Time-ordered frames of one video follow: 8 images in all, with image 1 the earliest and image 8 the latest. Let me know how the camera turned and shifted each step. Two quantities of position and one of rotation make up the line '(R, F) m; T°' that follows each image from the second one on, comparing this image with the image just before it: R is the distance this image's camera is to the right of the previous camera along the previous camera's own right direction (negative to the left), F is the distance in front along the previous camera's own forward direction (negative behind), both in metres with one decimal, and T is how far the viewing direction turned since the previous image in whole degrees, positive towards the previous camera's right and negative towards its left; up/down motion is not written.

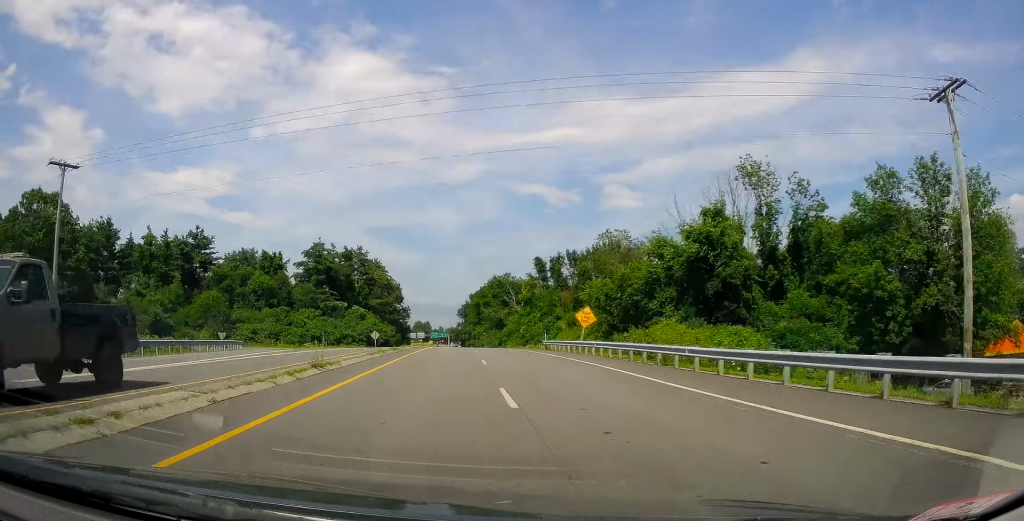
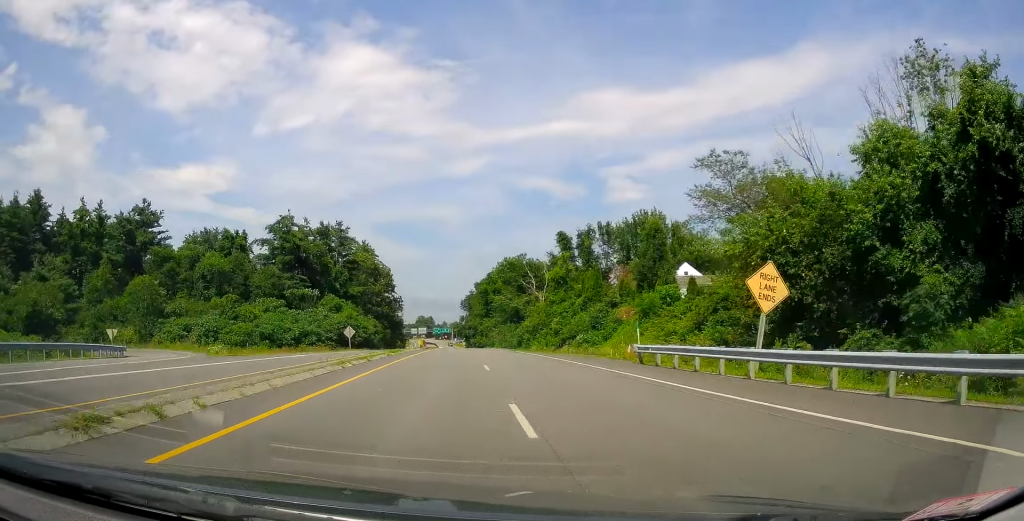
(-0.1, +27.3) m; -1°
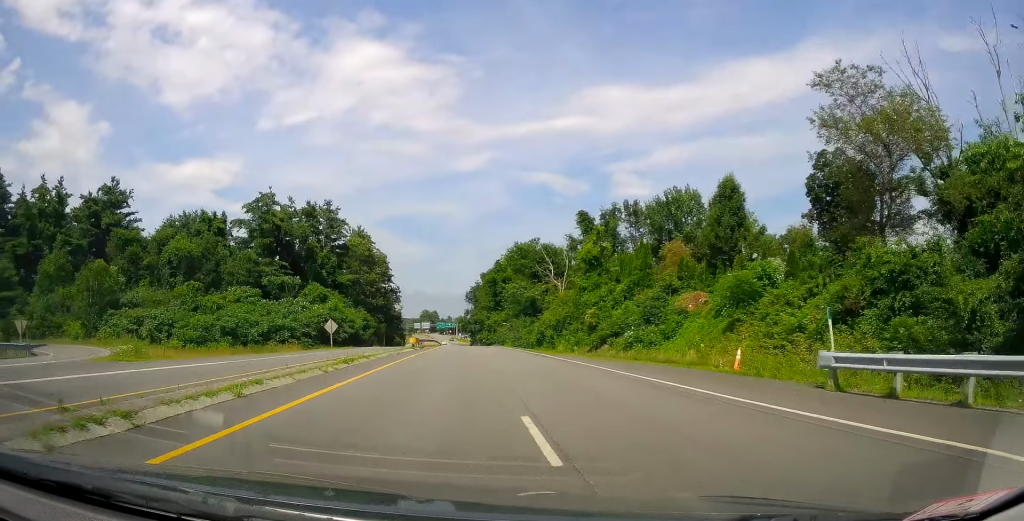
(-0.1, +13.6) m; 0°
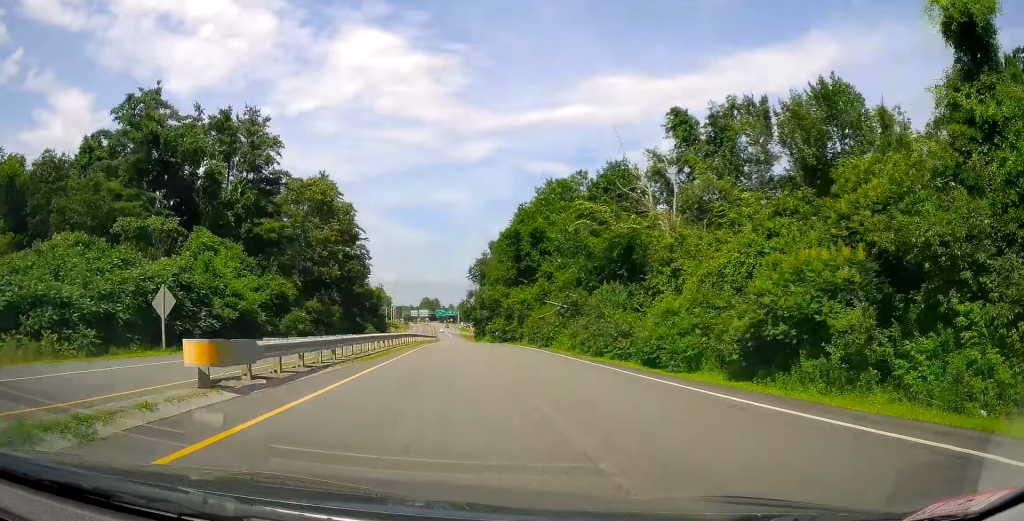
(+0.1, +38.8) m; -1°
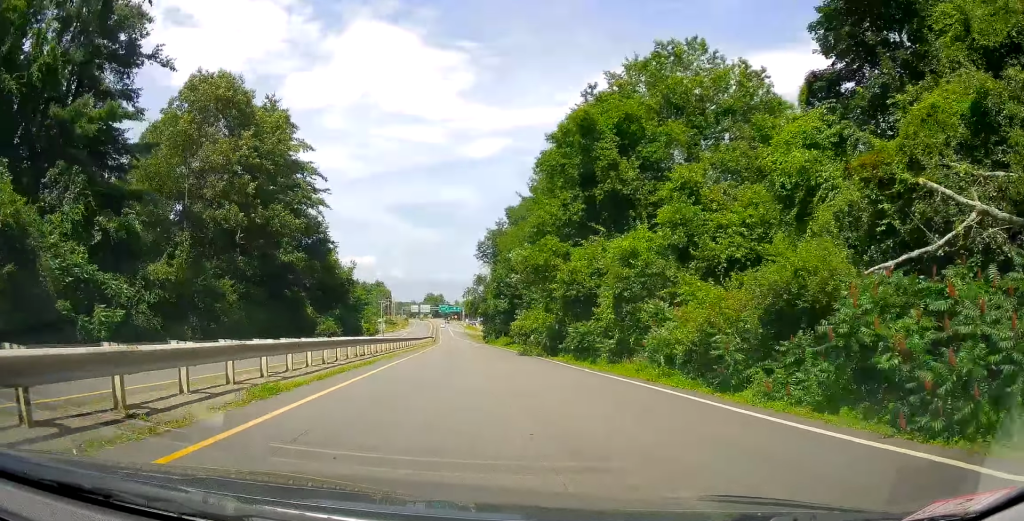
(-0.6, +31.0) m; 0°
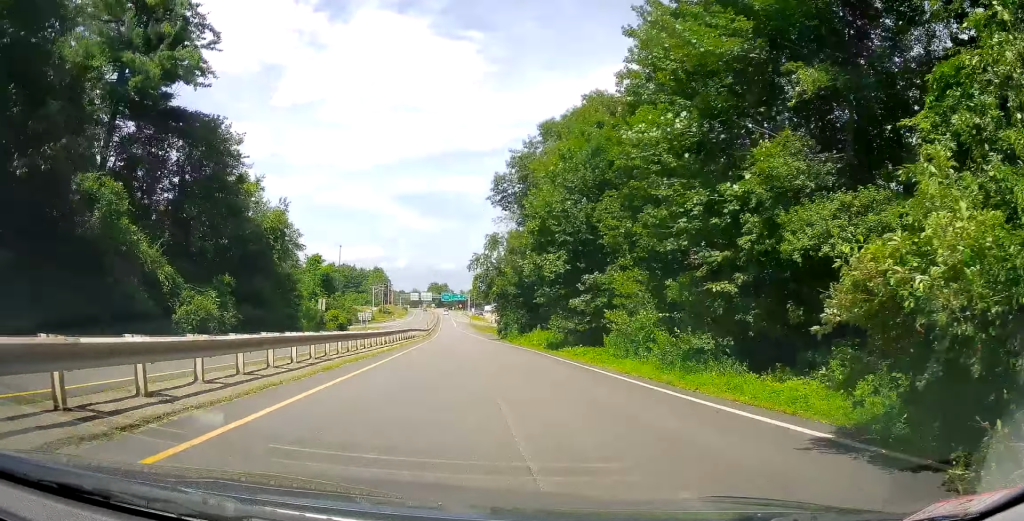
(+0.6, +31.5) m; +1°
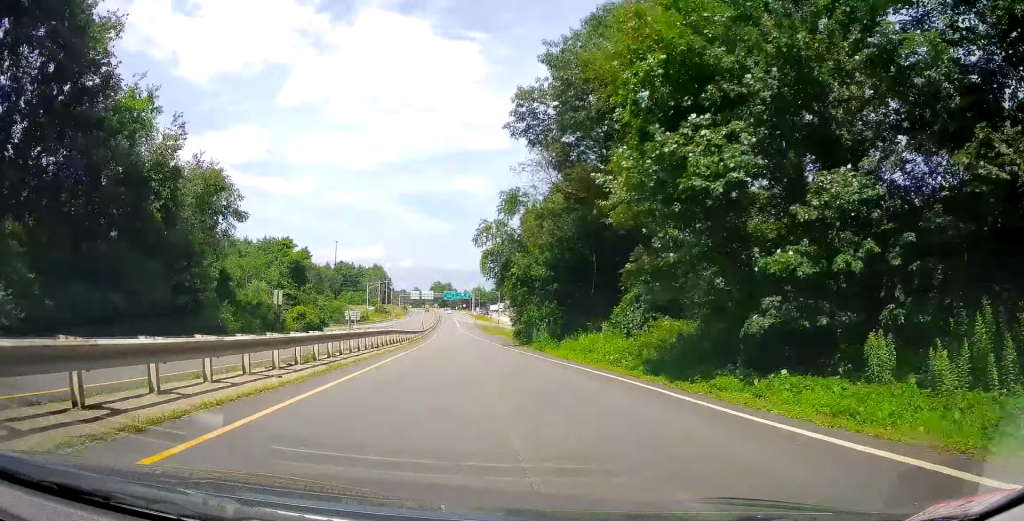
(-0.1, +18.4) m; 0°
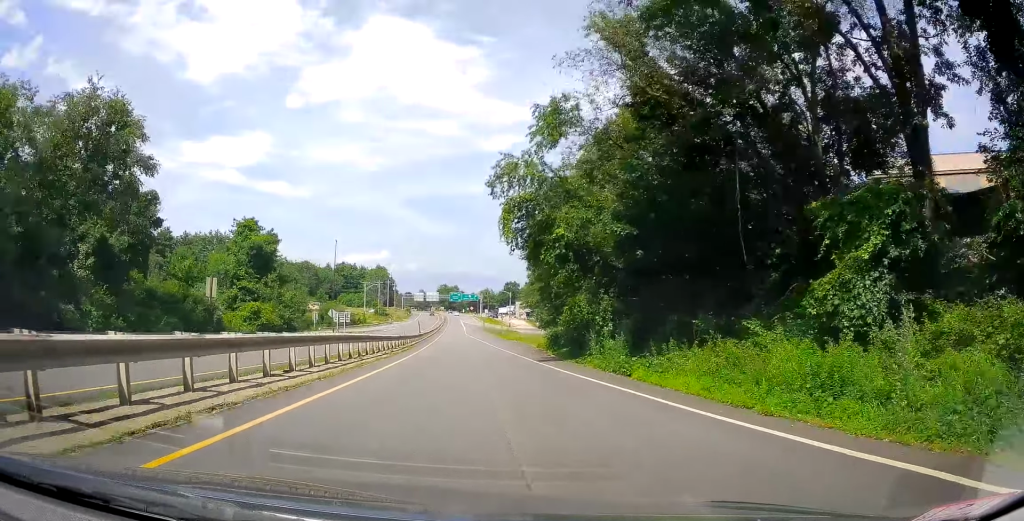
(0.0, +15.9) m; 0°
